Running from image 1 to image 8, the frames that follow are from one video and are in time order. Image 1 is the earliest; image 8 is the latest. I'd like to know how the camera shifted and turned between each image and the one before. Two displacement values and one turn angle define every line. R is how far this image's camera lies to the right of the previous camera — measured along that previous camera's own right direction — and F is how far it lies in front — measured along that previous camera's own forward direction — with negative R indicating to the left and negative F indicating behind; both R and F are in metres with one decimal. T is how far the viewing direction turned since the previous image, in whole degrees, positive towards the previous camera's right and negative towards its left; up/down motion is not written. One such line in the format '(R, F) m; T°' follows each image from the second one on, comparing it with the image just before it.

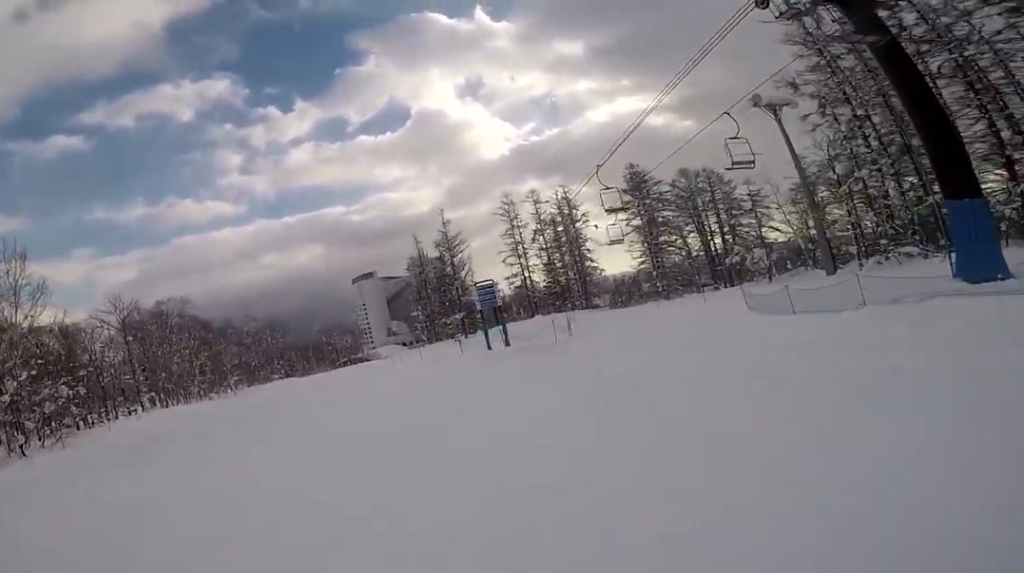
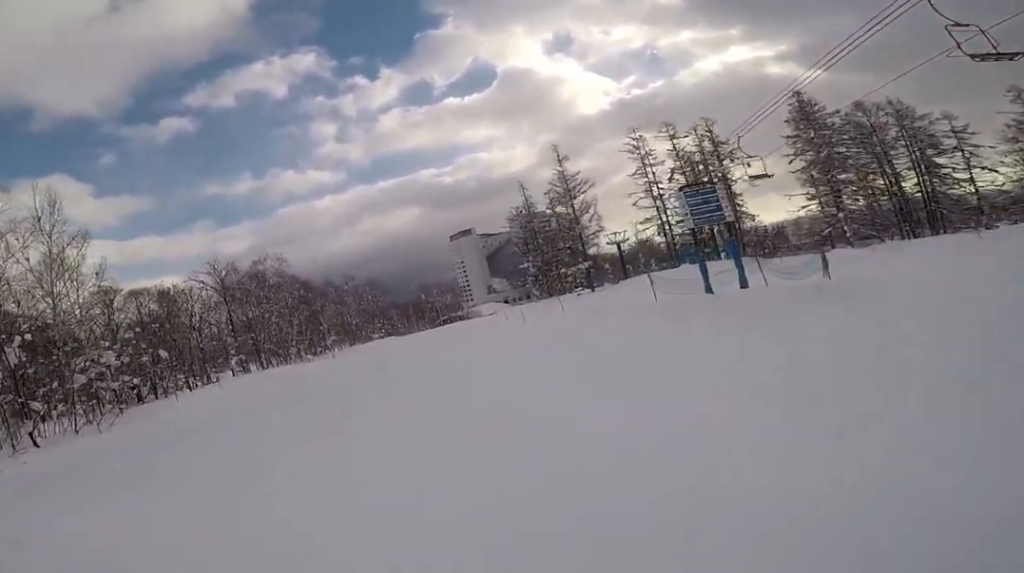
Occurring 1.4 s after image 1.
(0.0, +8.7) m; -9°
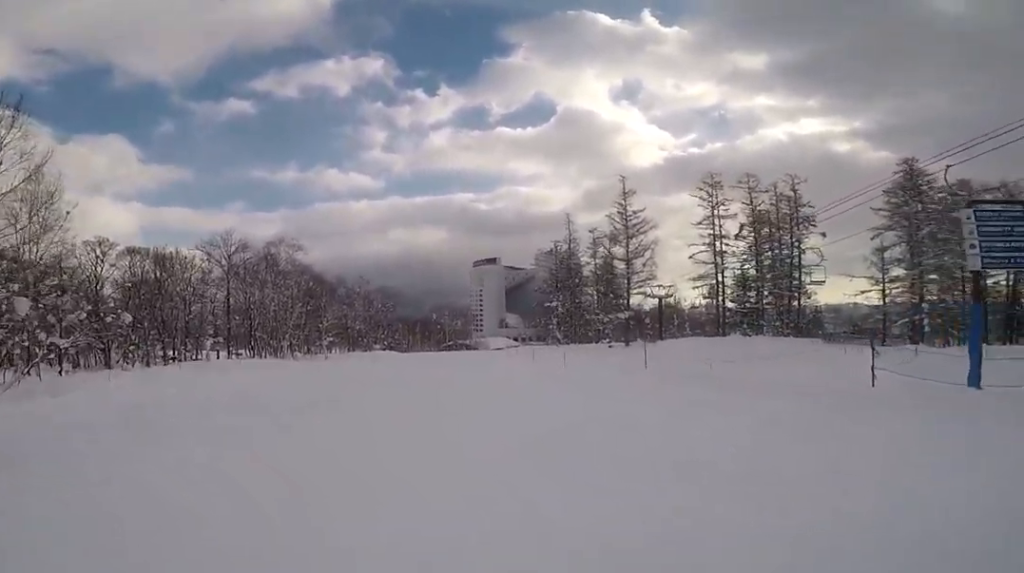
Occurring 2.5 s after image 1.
(-0.6, +6.4) m; 0°
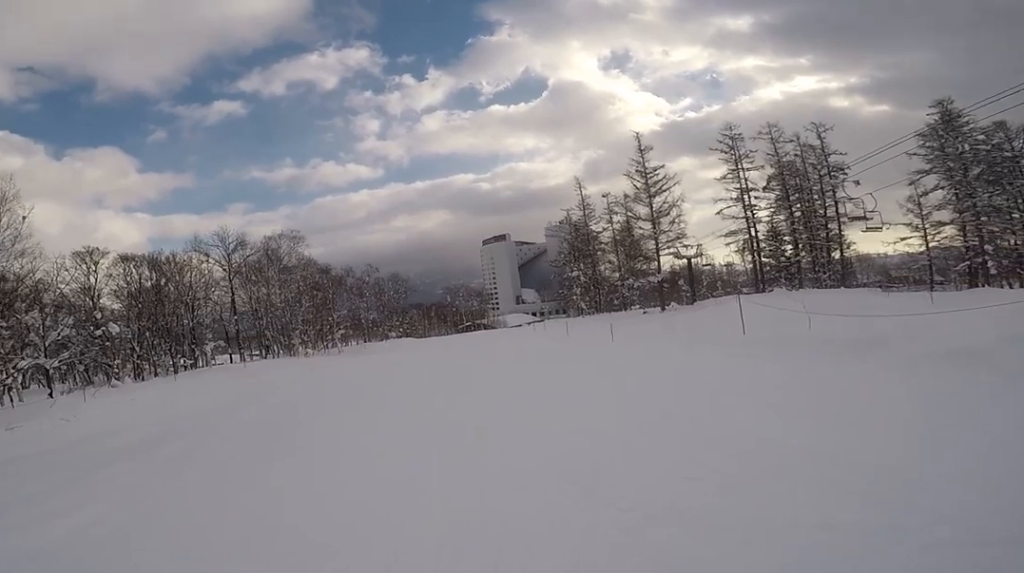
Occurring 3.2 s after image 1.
(+0.6, +4.0) m; 0°
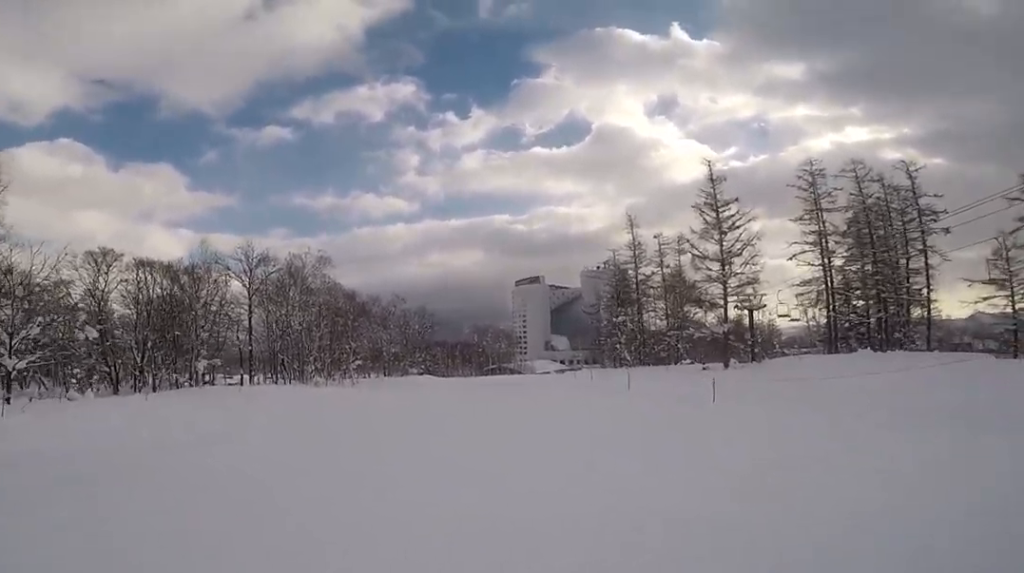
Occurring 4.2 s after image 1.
(-0.8, +5.6) m; 0°
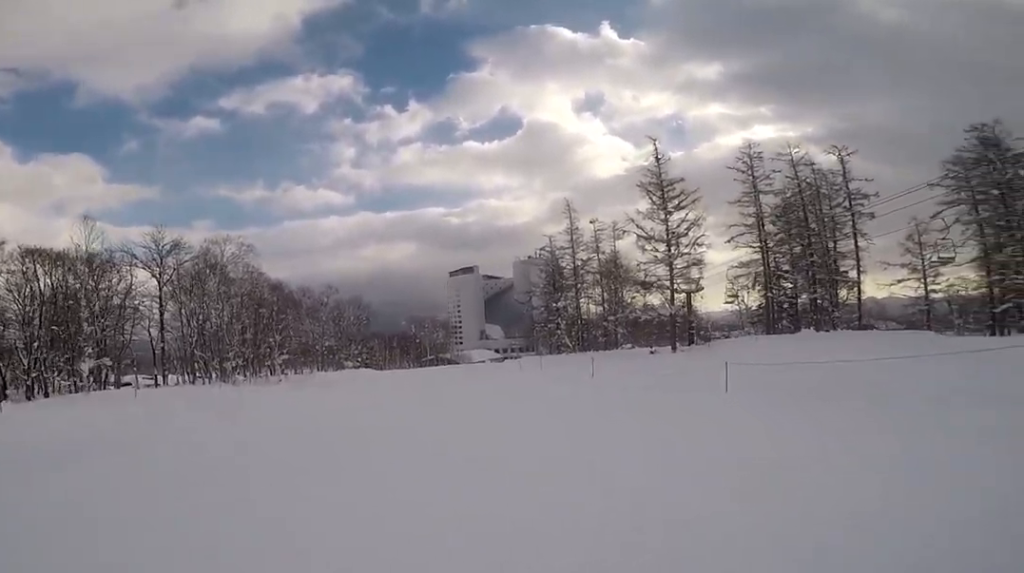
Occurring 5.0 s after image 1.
(+0.5, +4.4) m; 0°
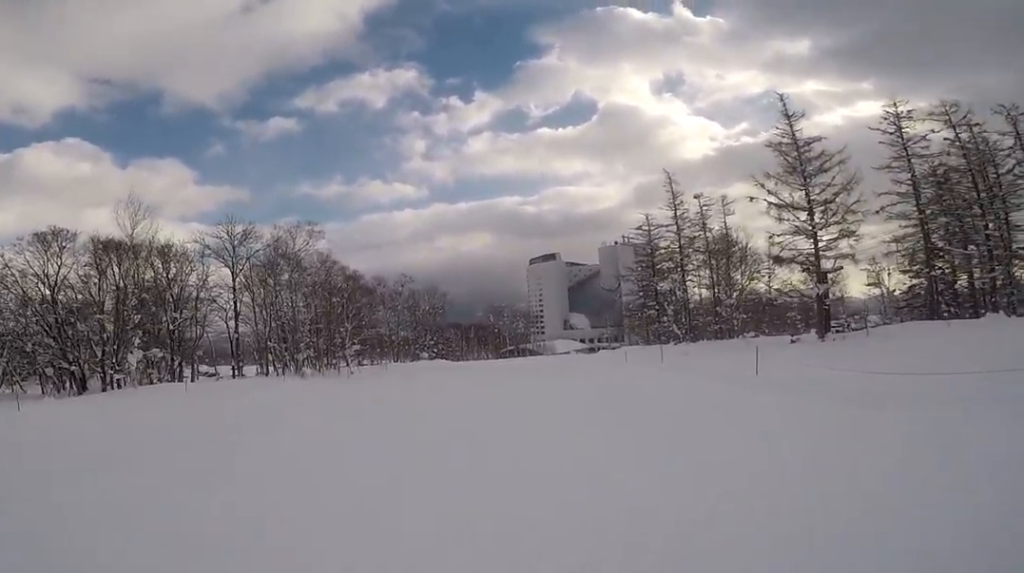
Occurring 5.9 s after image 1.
(-0.2, +5.0) m; +2°
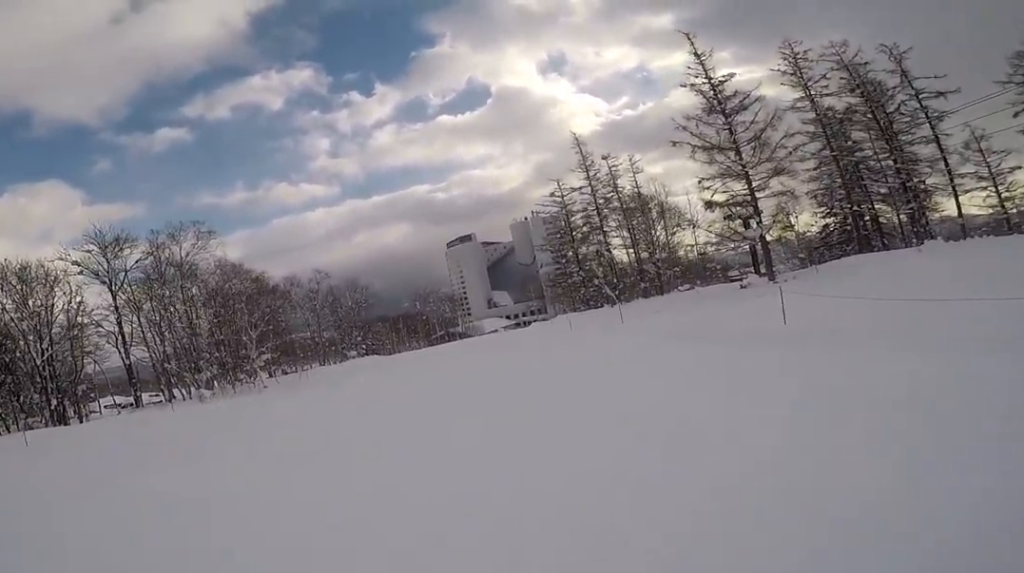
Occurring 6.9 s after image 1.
(+0.4, +5.5) m; +2°
